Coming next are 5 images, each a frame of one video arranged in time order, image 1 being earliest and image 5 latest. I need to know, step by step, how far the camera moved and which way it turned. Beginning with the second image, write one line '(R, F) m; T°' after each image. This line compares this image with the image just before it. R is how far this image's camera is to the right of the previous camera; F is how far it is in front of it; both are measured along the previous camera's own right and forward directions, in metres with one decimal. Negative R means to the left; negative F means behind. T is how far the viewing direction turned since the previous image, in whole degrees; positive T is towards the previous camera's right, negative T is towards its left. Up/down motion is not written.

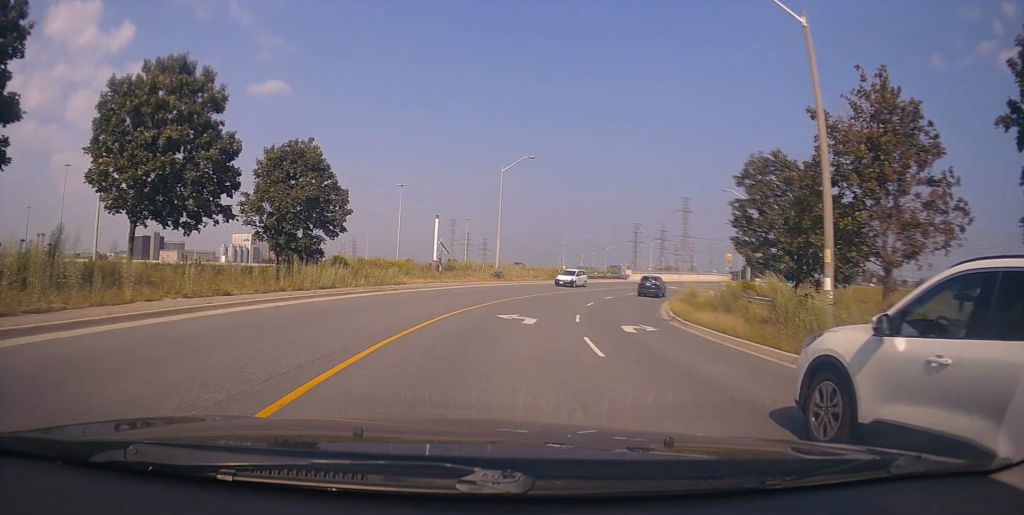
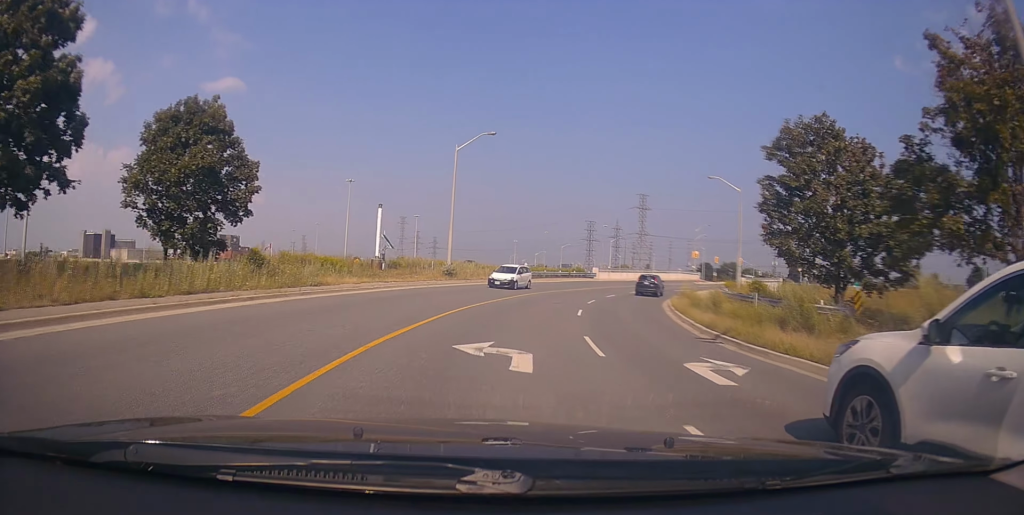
(+0.5, +8.1) m; +4°
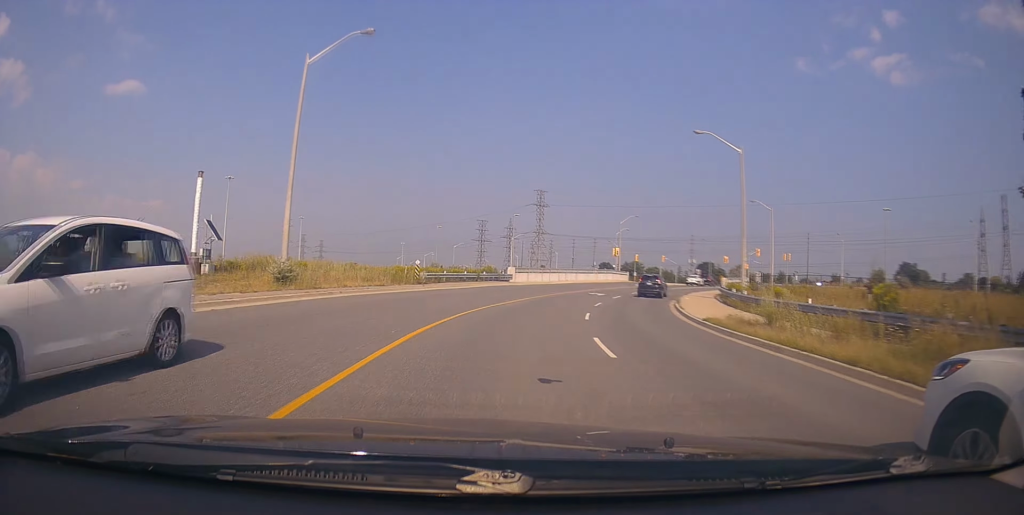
(+1.5, +19.1) m; +9°
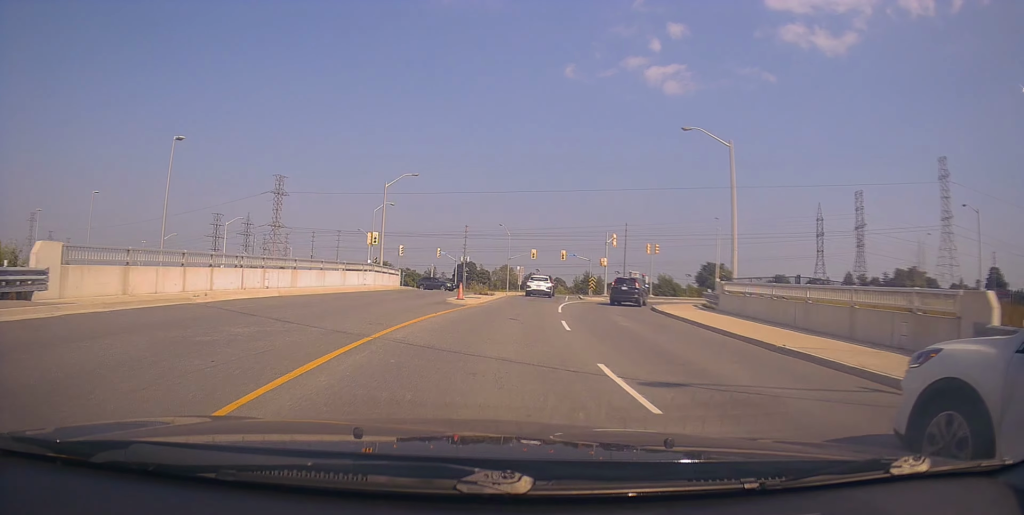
(+10.2, +39.9) m; +30°
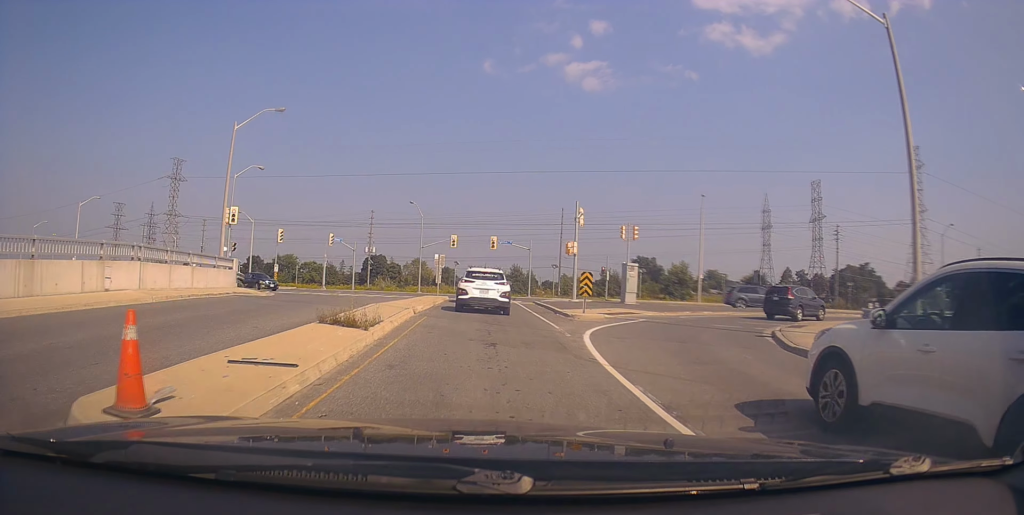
(+2.8, +22.7) m; +11°
